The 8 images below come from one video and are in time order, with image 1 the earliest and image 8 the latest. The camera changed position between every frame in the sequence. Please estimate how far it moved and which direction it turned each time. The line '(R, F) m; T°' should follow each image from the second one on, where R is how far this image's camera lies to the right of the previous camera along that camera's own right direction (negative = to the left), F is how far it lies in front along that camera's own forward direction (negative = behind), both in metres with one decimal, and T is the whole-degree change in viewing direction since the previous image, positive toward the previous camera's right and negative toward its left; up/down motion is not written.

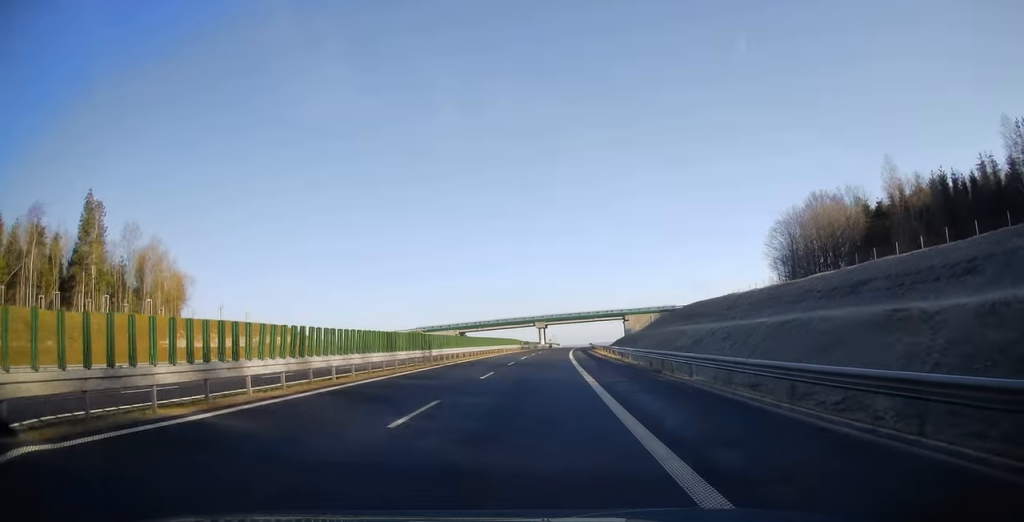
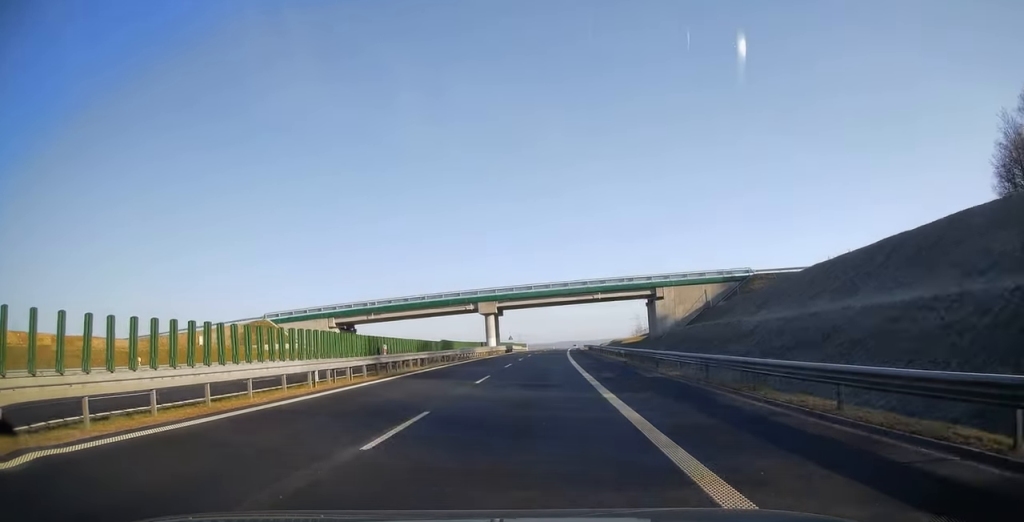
(+2.1, +74.1) m; +3°
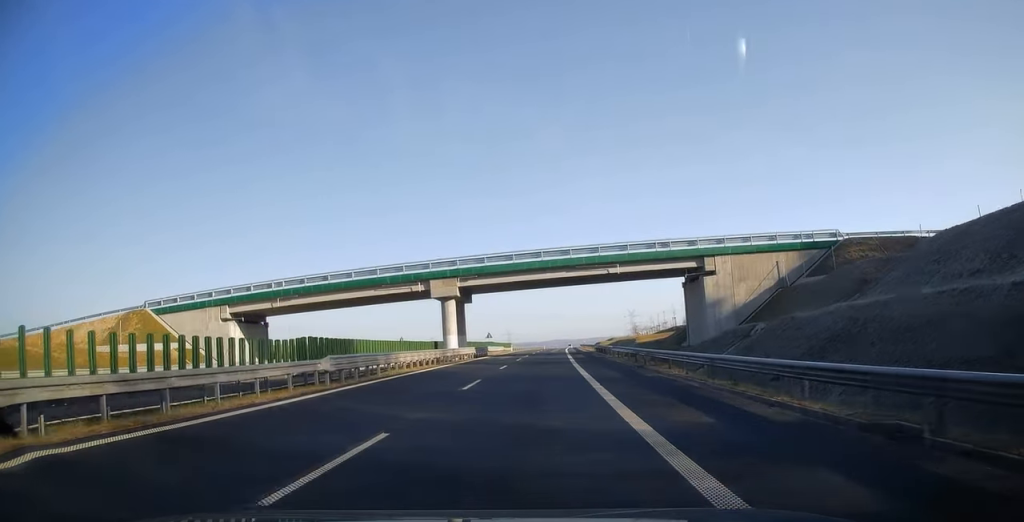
(+0.1, +26.9) m; +1°
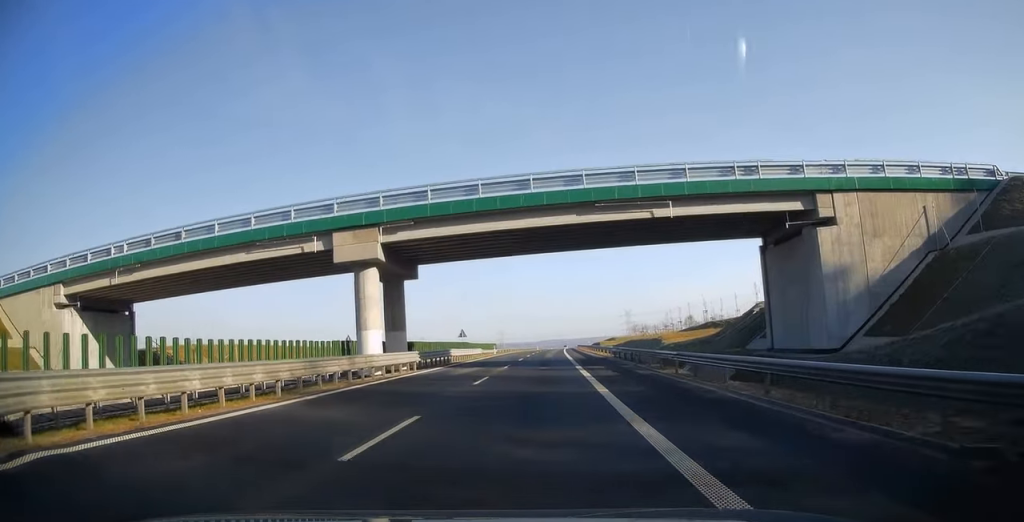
(+0.2, +22.1) m; +1°
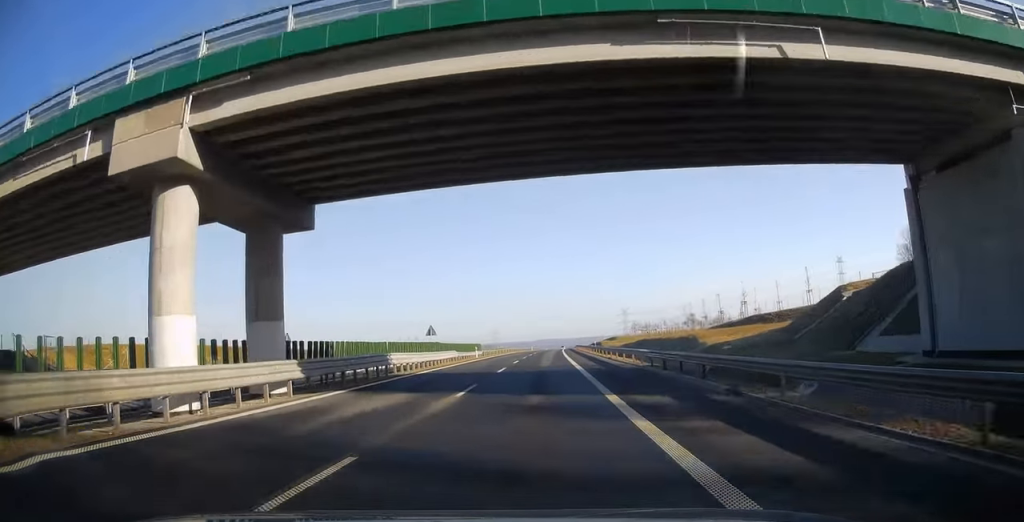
(+0.1, +15.8) m; +1°
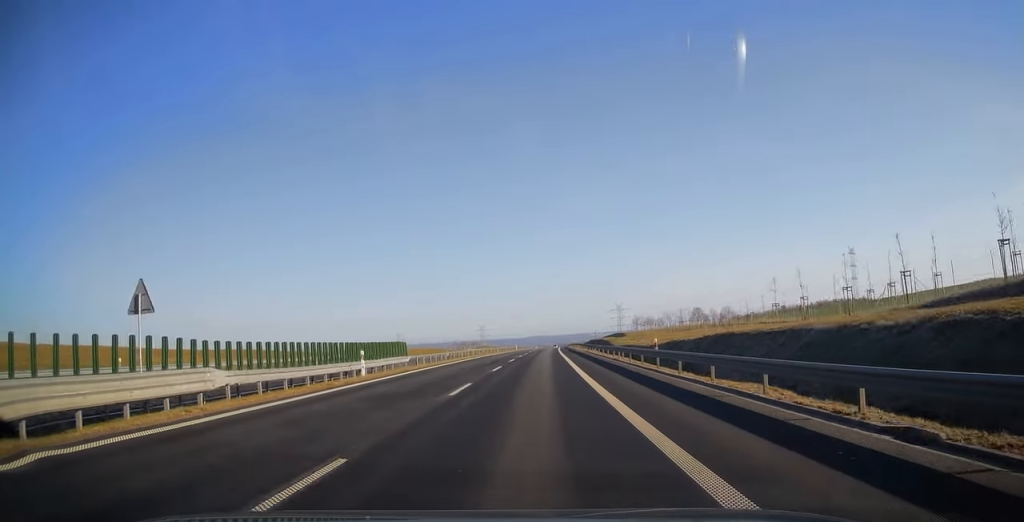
(+0.4, +36.4) m; +1°
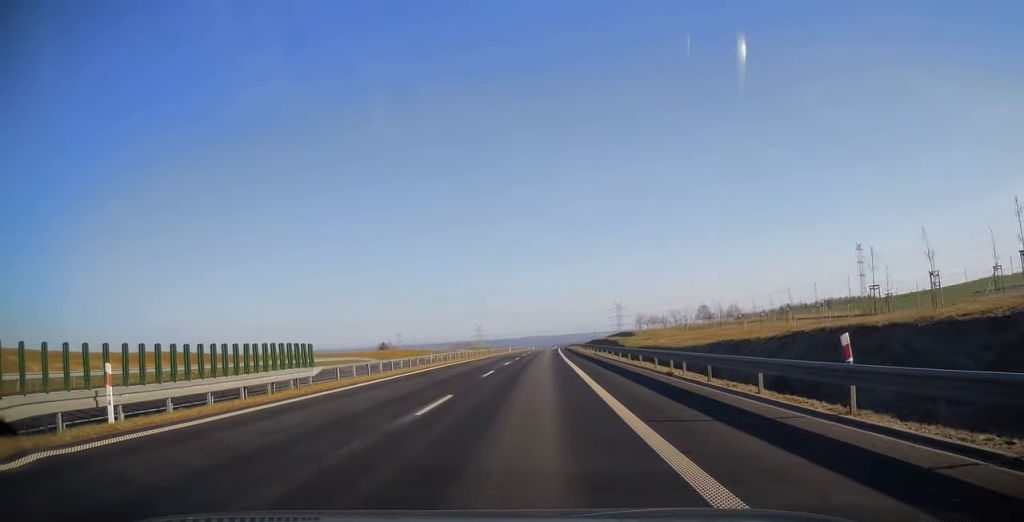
(+0.1, +15.8) m; 0°
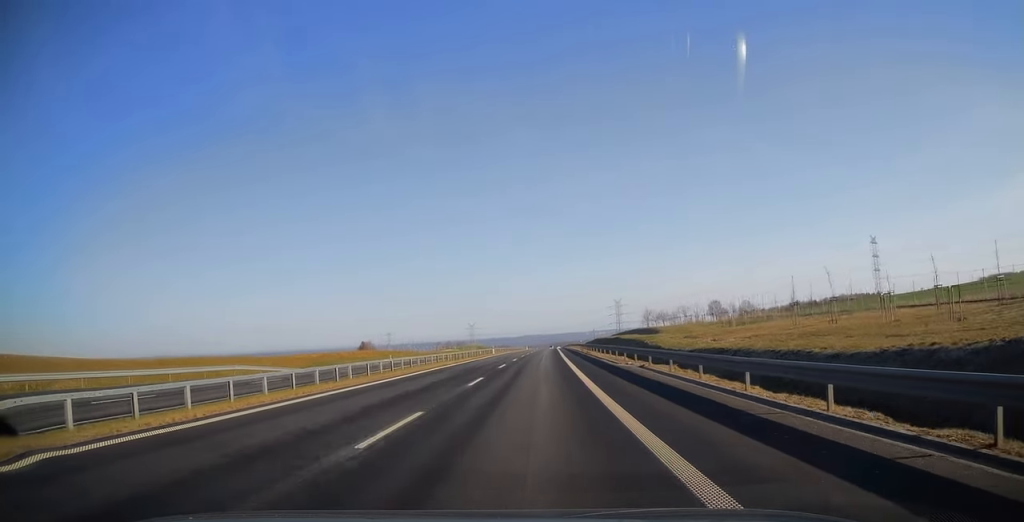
(+0.1, +27.5) m; 0°
